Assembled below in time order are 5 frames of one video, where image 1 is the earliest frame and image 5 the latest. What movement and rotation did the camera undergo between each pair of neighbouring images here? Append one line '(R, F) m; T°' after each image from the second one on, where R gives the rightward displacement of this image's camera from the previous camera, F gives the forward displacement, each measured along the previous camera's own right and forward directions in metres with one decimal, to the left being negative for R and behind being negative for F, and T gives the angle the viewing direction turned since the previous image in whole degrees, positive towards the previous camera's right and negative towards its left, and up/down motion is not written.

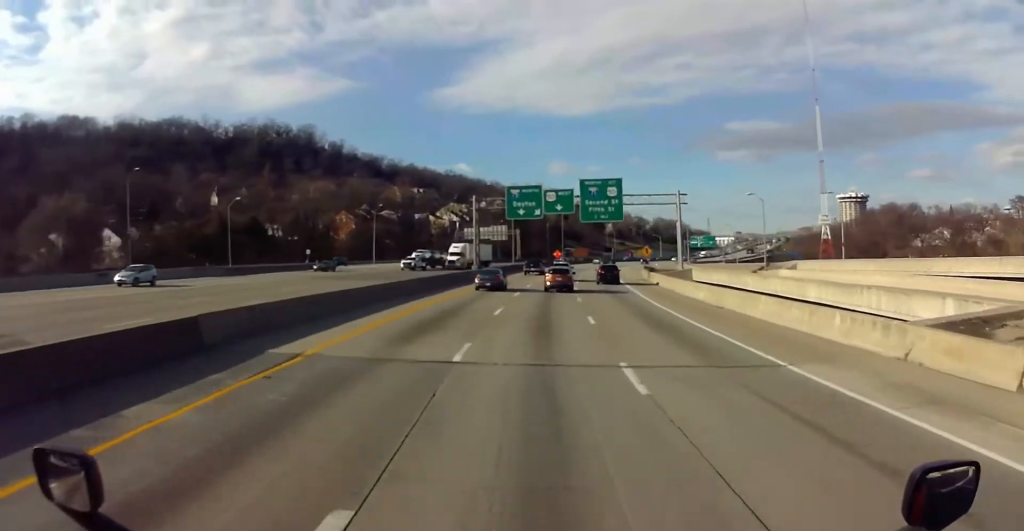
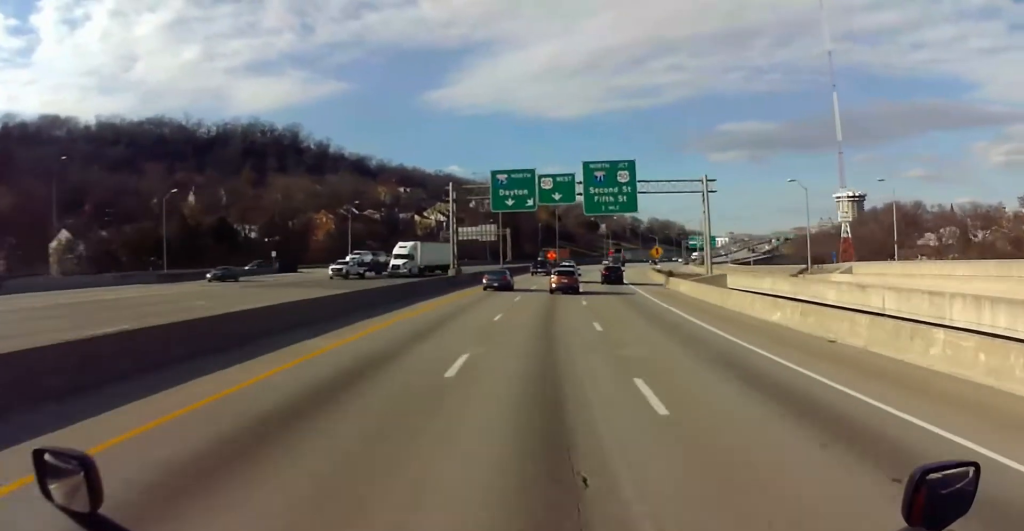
(0.0, +13.8) m; 0°
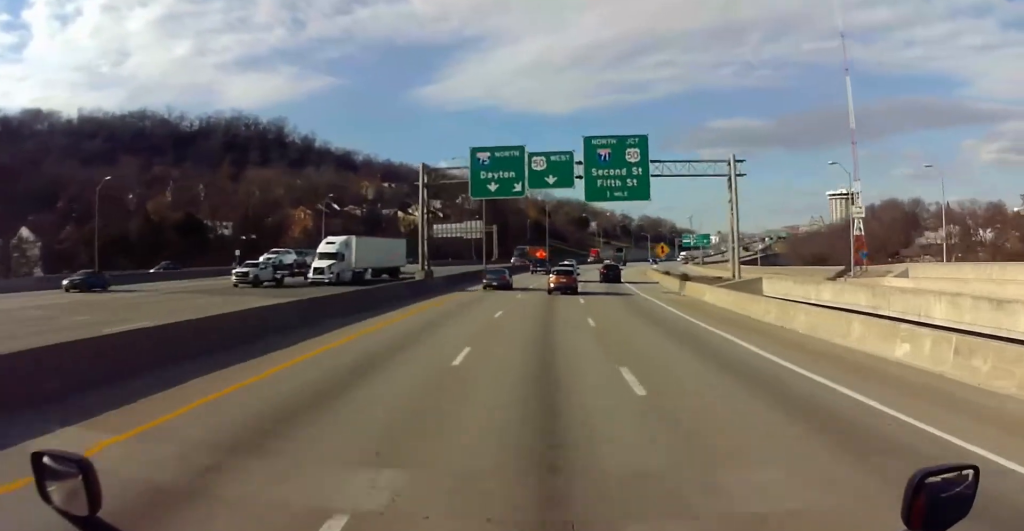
(0.0, +10.4) m; +1°
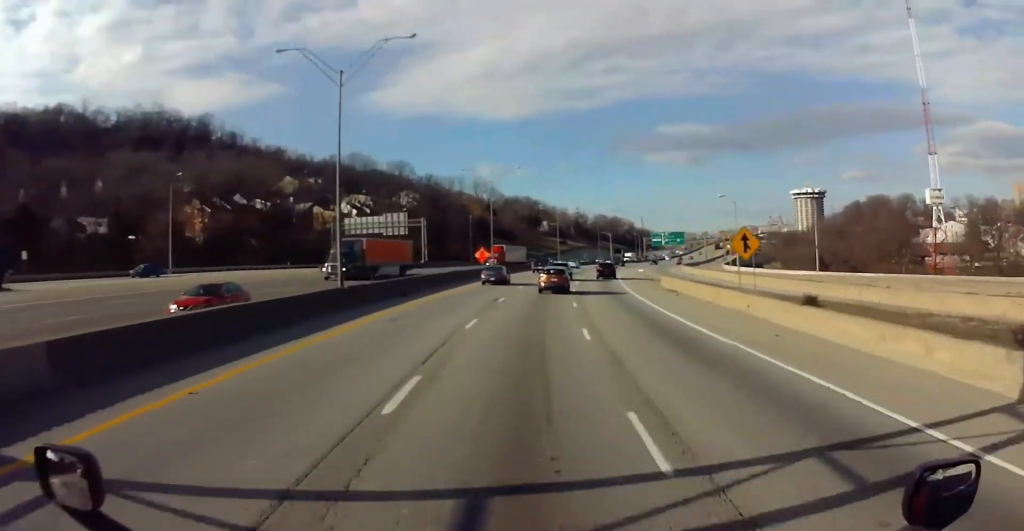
(+1.2, +40.7) m; +3°
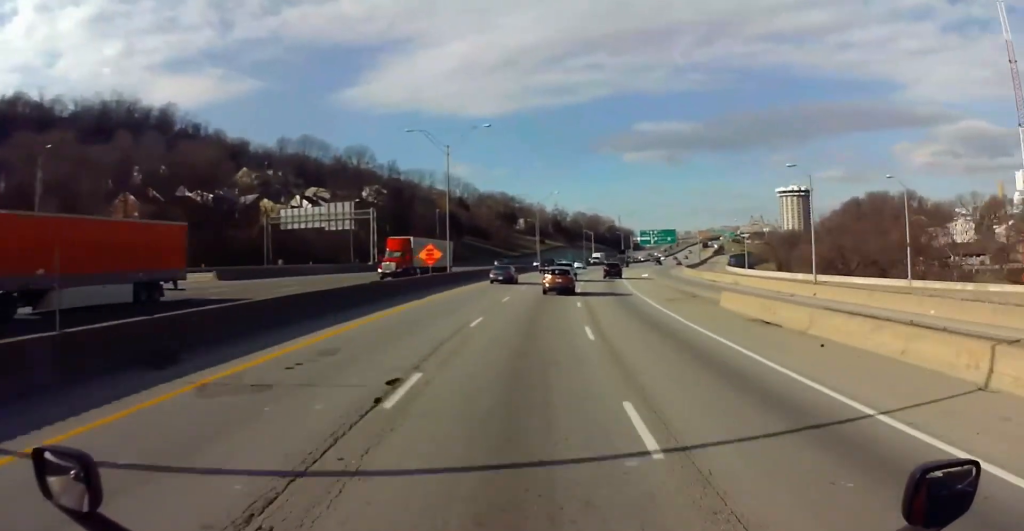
(0.0, +23.7) m; +3°
